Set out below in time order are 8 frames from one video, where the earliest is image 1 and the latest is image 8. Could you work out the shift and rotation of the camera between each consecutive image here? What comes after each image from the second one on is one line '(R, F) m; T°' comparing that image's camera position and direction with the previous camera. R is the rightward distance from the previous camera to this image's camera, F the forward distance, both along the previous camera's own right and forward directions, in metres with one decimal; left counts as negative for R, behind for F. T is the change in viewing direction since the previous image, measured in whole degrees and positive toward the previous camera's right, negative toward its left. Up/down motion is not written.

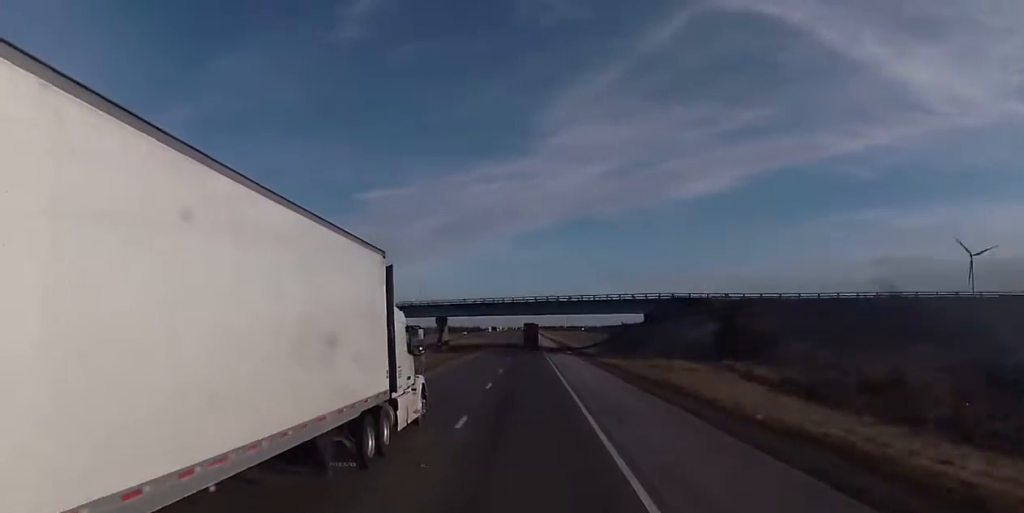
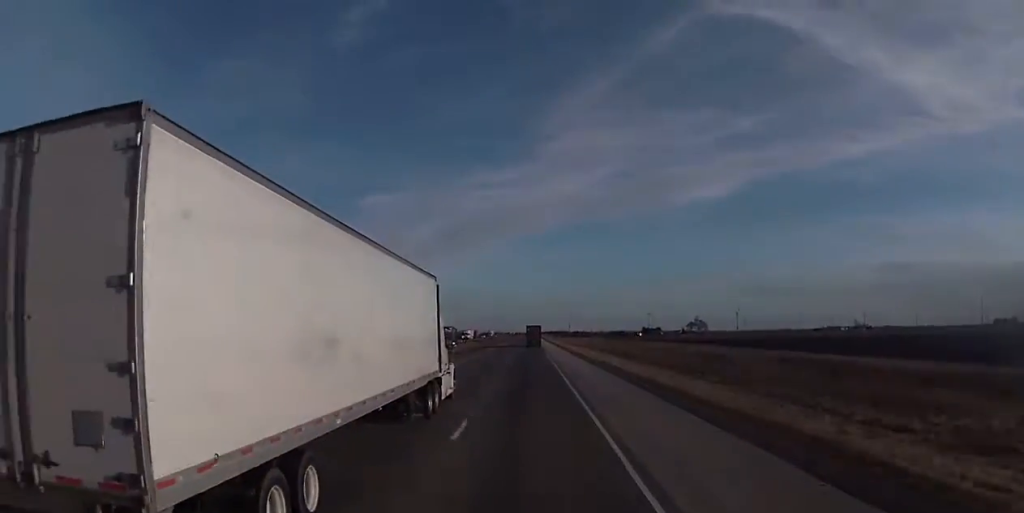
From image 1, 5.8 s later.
(0.0, +155.3) m; 0°
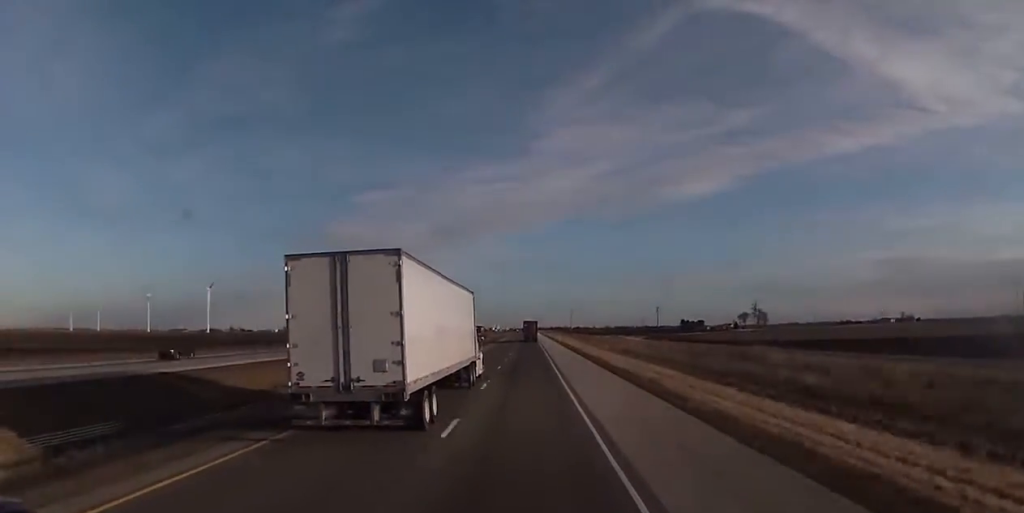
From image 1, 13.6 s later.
(+0.5, +203.7) m; 0°
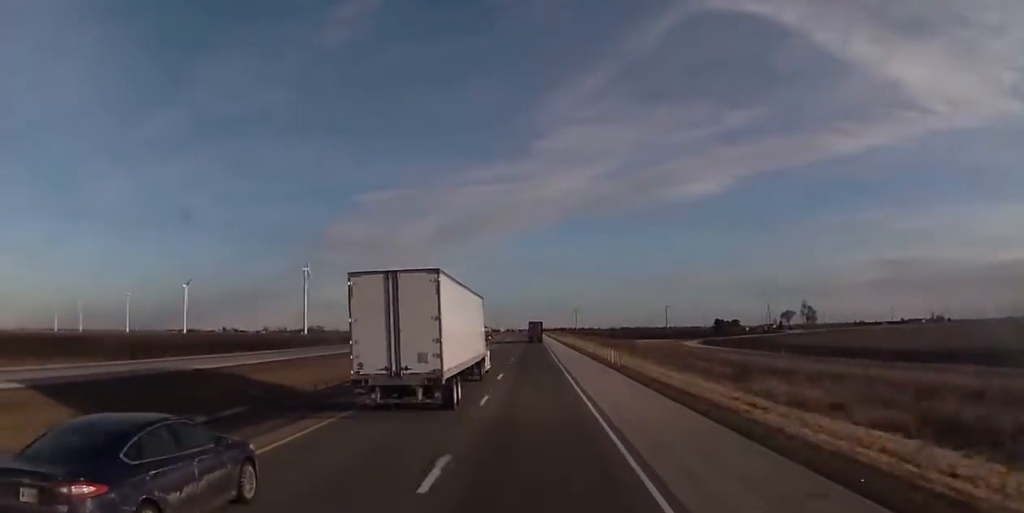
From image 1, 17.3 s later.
(-0.2, +90.4) m; 0°
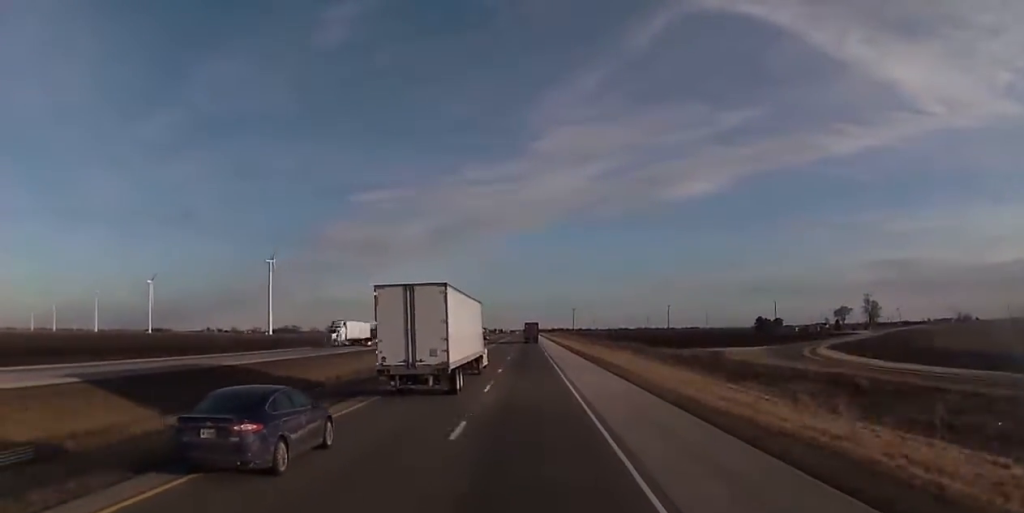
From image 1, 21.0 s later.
(-0.1, +87.8) m; 0°
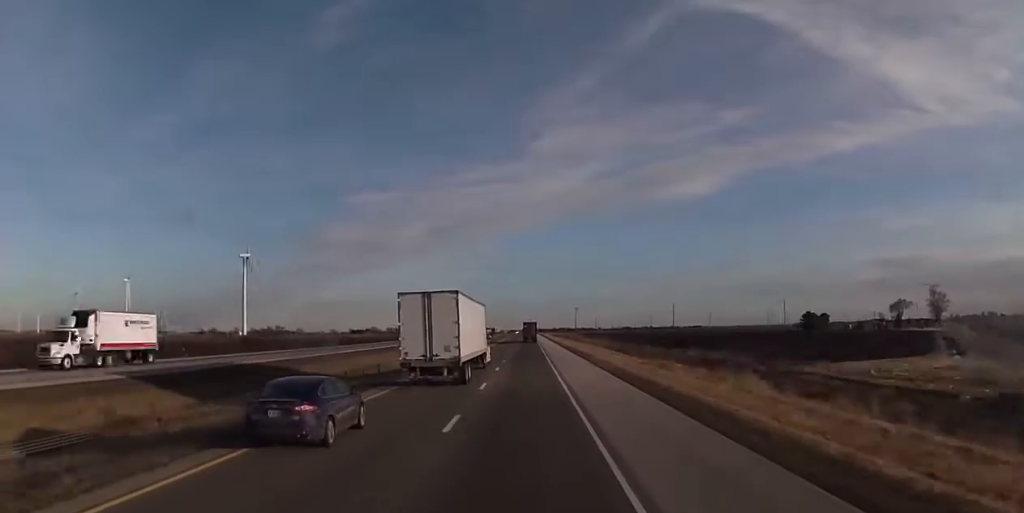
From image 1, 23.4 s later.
(0.0, +50.3) m; 0°
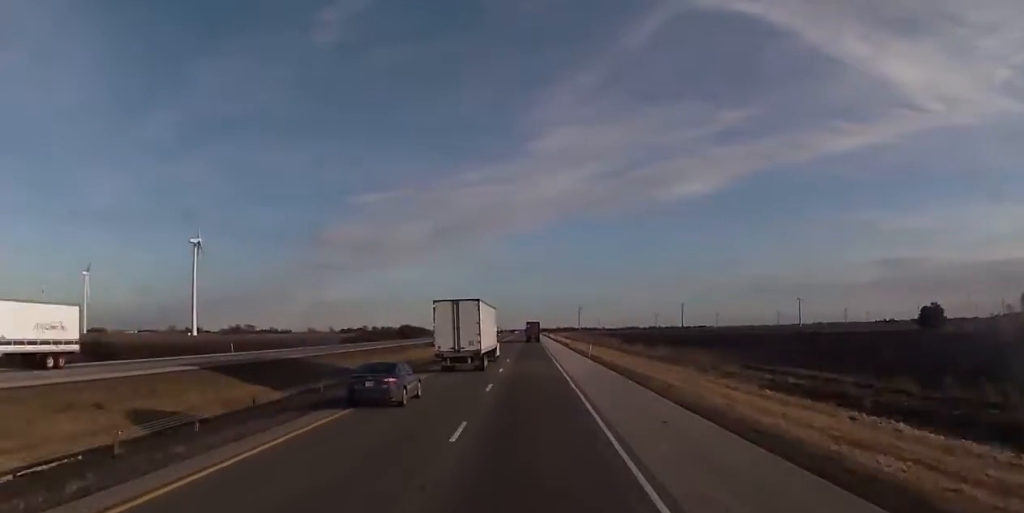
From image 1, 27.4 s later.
(0.0, +75.8) m; 0°
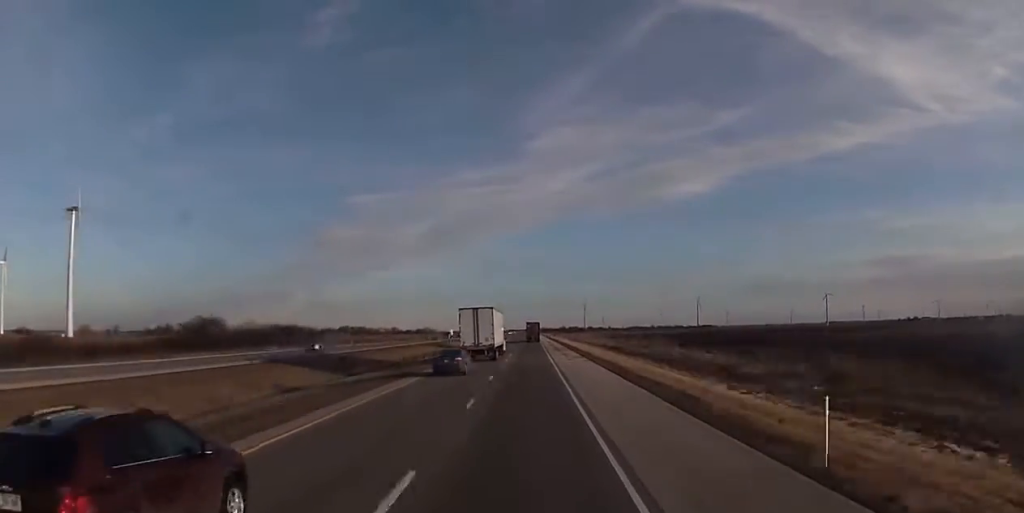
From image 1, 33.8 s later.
(+0.3, +111.0) m; 0°
